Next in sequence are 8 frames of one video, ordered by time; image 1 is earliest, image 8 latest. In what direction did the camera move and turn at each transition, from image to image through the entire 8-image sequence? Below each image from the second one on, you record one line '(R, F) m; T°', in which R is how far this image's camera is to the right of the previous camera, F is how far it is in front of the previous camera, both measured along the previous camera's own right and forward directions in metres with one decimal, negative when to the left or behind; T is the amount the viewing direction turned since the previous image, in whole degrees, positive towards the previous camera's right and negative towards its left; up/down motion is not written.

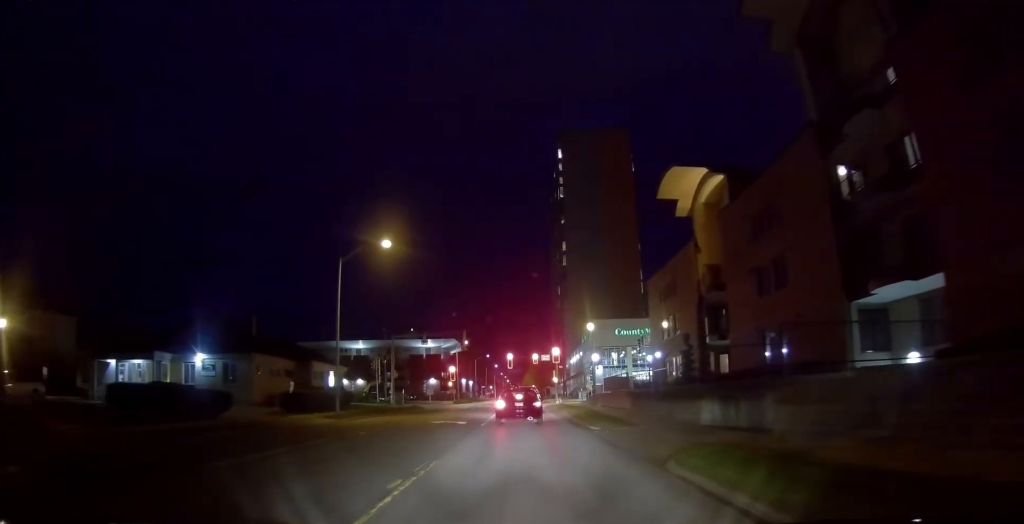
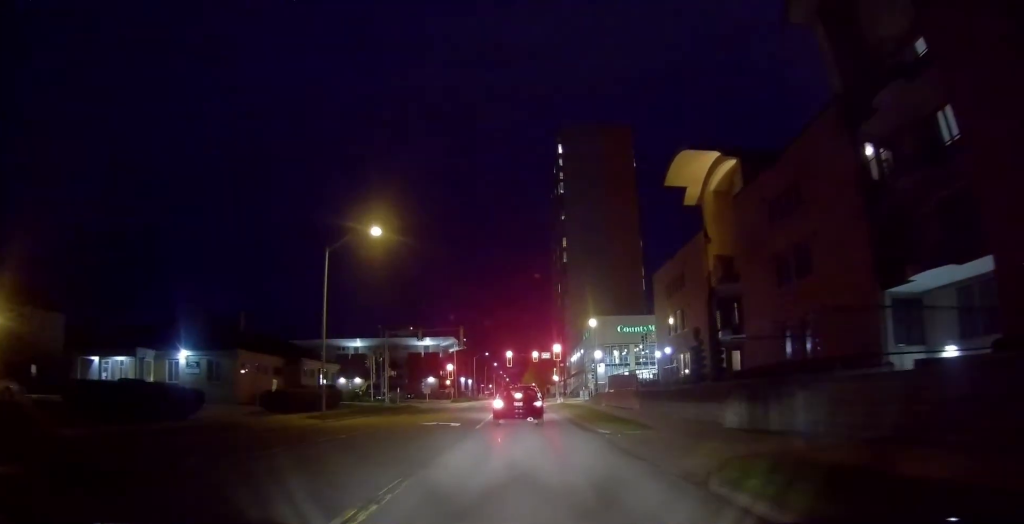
(0.0, +2.7) m; 0°
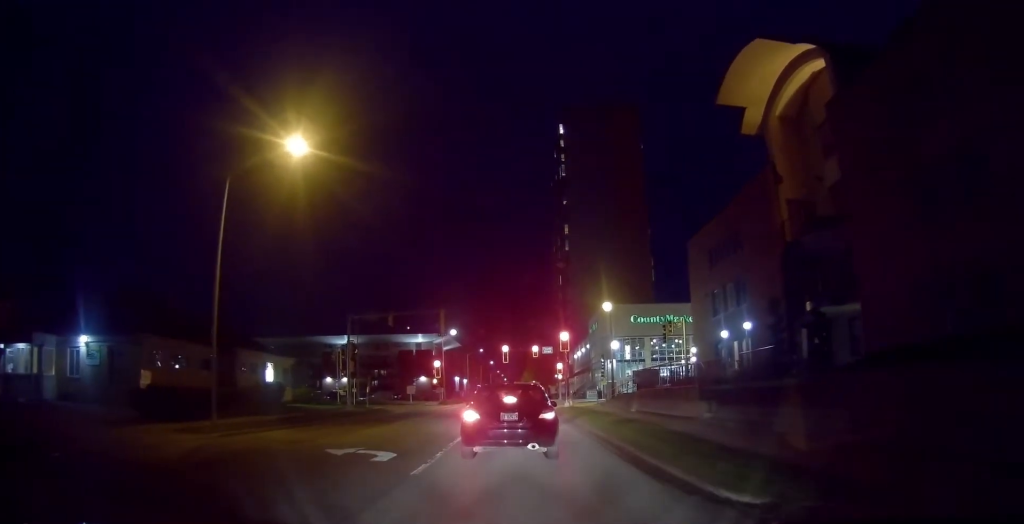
(+0.5, +13.9) m; +5°
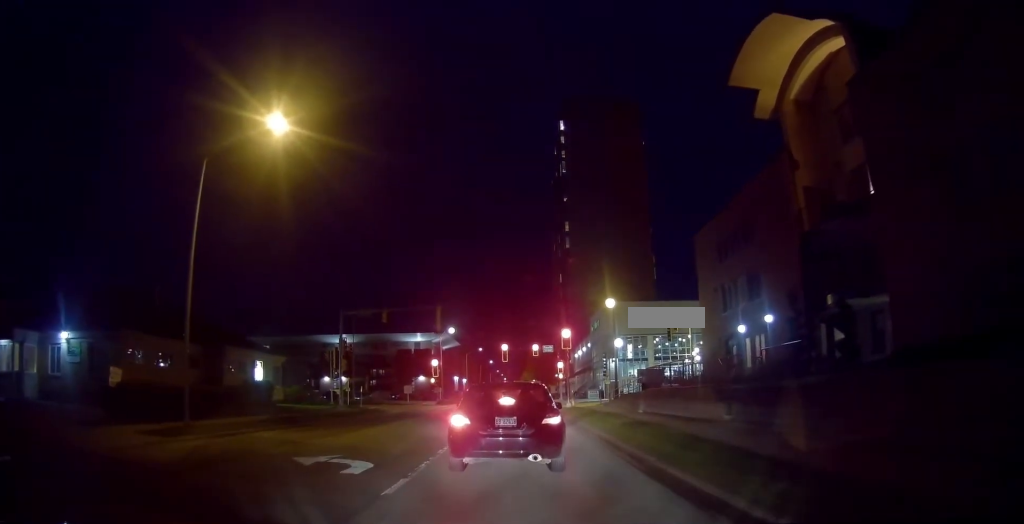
(0.0, +2.6) m; 0°
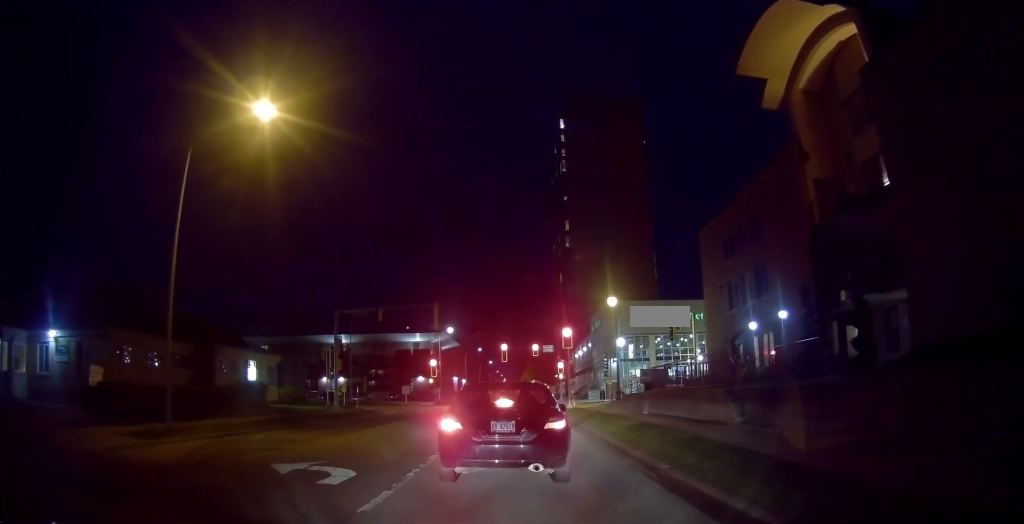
(0.0, +2.3) m; +1°
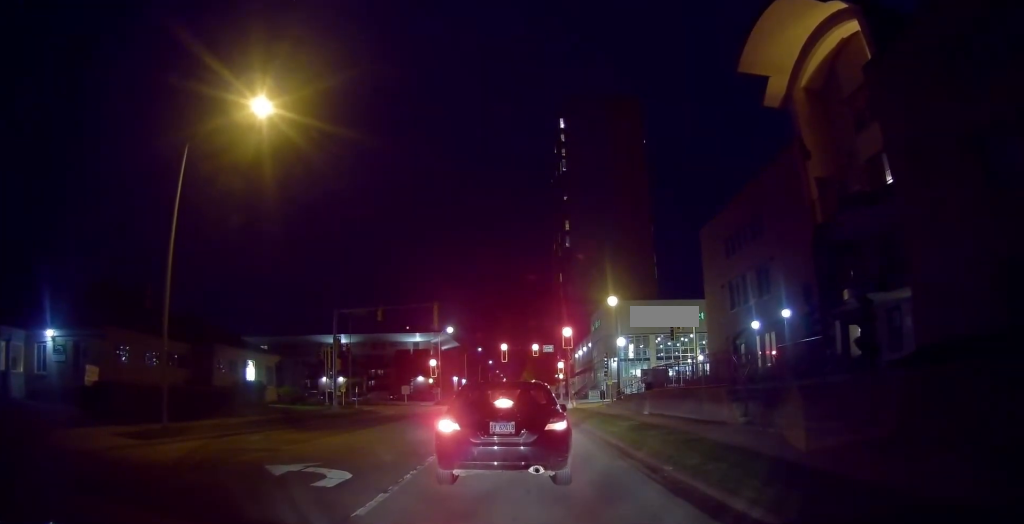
(0.0, +0.9) m; 0°
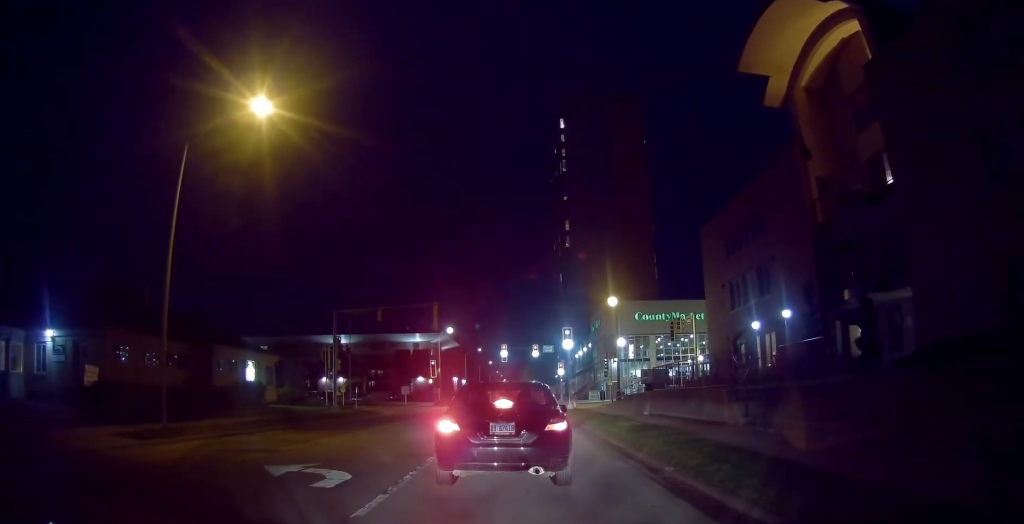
(0.0, +0.4) m; 0°
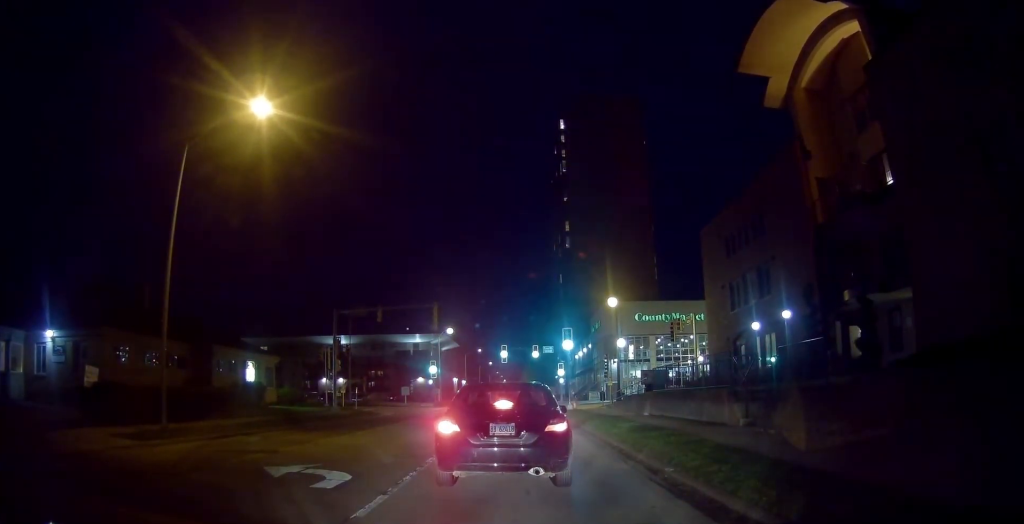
(0.0, +0.6) m; 0°
